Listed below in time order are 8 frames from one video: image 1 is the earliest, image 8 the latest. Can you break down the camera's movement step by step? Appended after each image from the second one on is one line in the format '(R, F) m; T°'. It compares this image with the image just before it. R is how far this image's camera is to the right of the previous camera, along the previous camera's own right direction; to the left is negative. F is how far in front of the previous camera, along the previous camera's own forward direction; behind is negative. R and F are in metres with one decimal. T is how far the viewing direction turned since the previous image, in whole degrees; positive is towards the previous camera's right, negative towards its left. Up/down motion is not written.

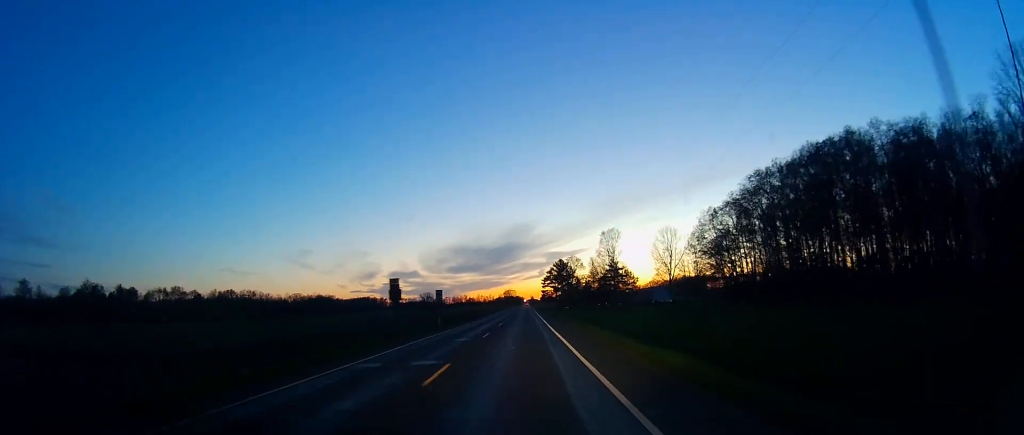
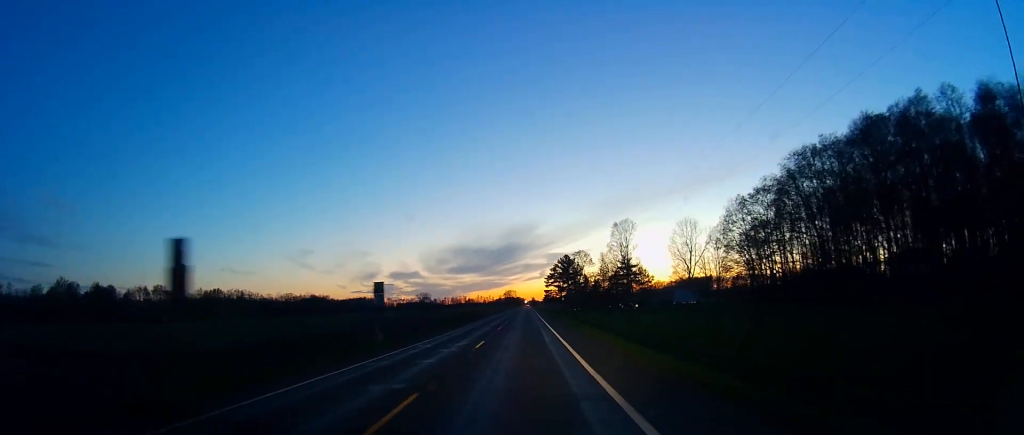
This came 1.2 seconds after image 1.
(+0.5, +20.6) m; +3°
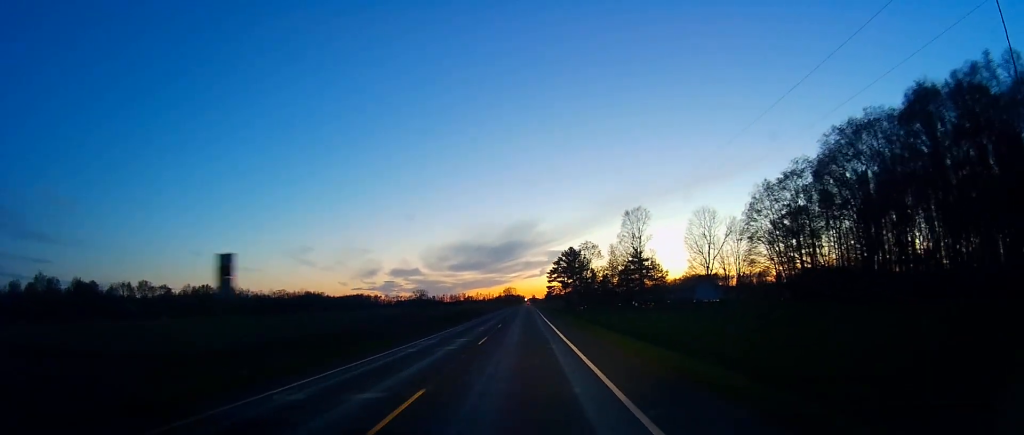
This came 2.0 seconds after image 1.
(+0.4, +15.8) m; -1°
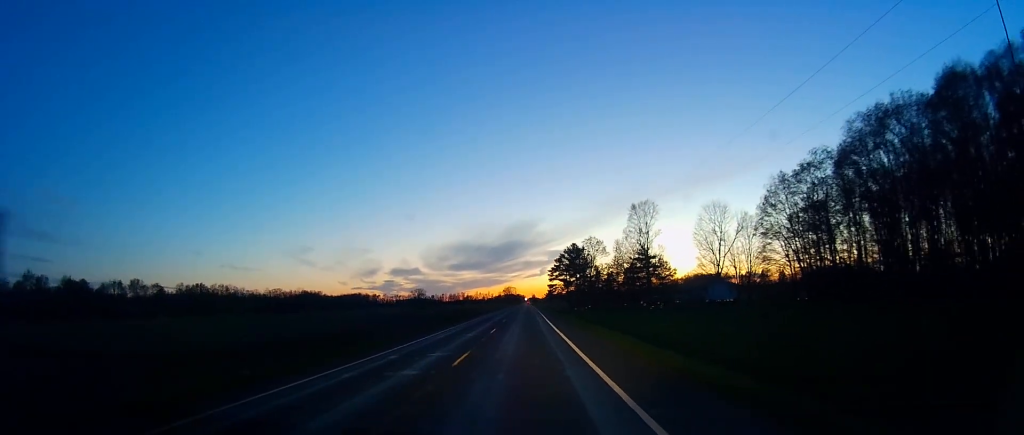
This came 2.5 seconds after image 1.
(-0.3, +7.9) m; -1°
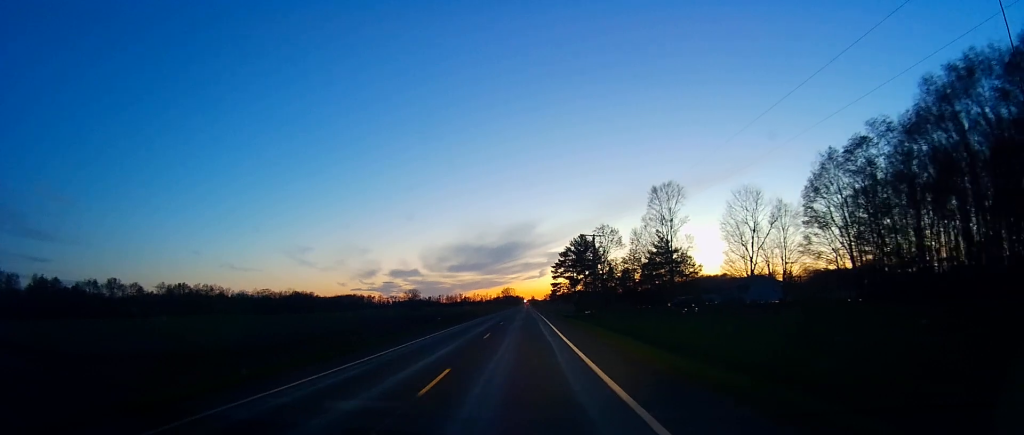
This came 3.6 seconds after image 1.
(-0.4, +20.4) m; -1°
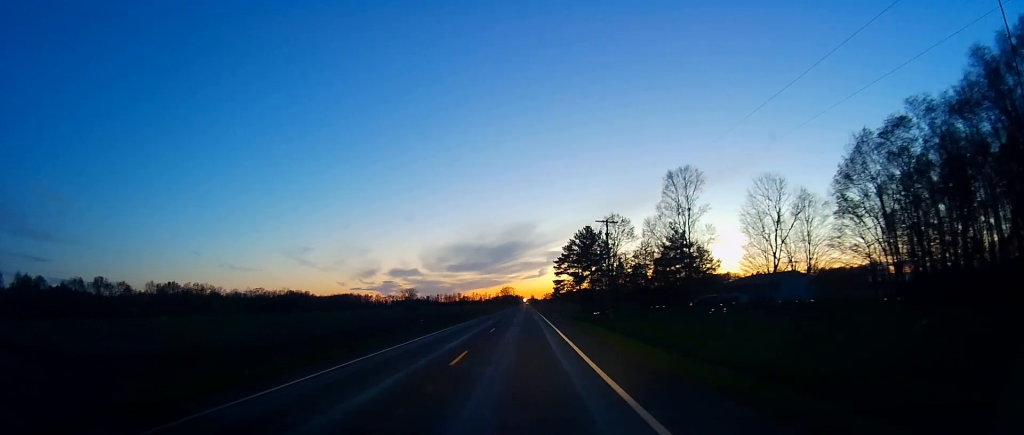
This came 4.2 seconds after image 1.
(0.0, +11.4) m; 0°
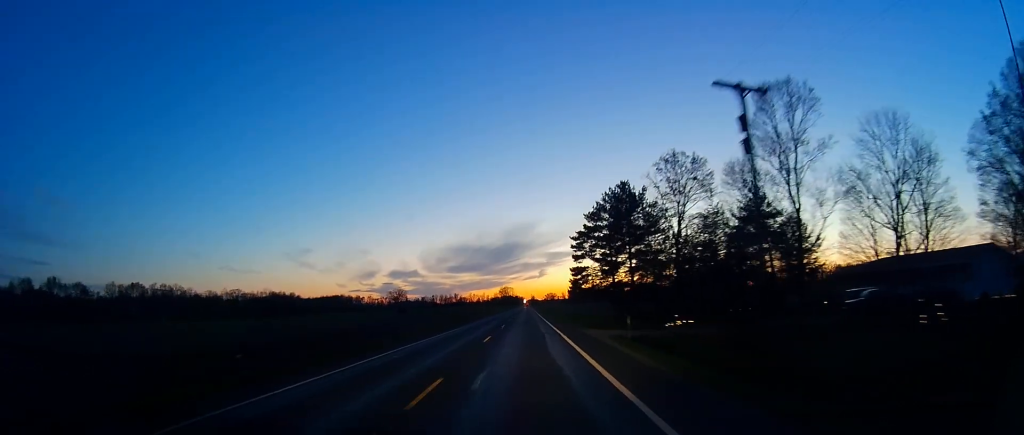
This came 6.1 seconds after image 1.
(0.0, +38.3) m; 0°
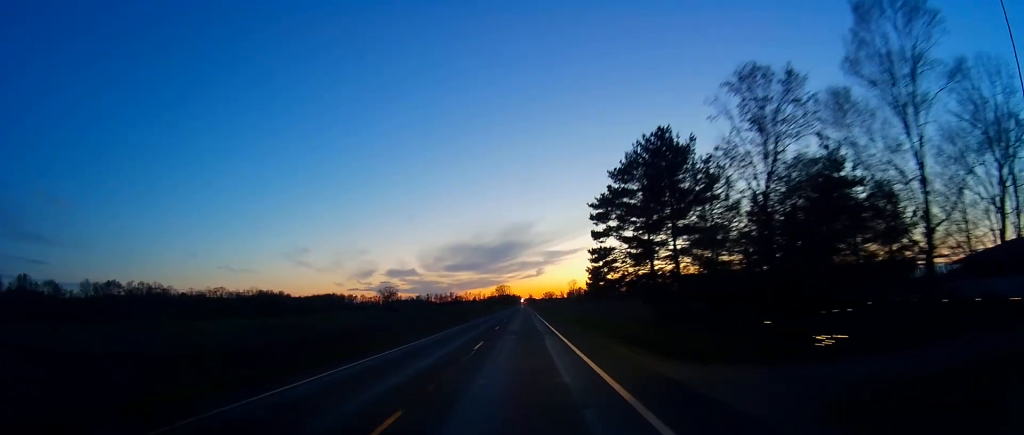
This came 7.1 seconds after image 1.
(0.0, +19.9) m; 0°
